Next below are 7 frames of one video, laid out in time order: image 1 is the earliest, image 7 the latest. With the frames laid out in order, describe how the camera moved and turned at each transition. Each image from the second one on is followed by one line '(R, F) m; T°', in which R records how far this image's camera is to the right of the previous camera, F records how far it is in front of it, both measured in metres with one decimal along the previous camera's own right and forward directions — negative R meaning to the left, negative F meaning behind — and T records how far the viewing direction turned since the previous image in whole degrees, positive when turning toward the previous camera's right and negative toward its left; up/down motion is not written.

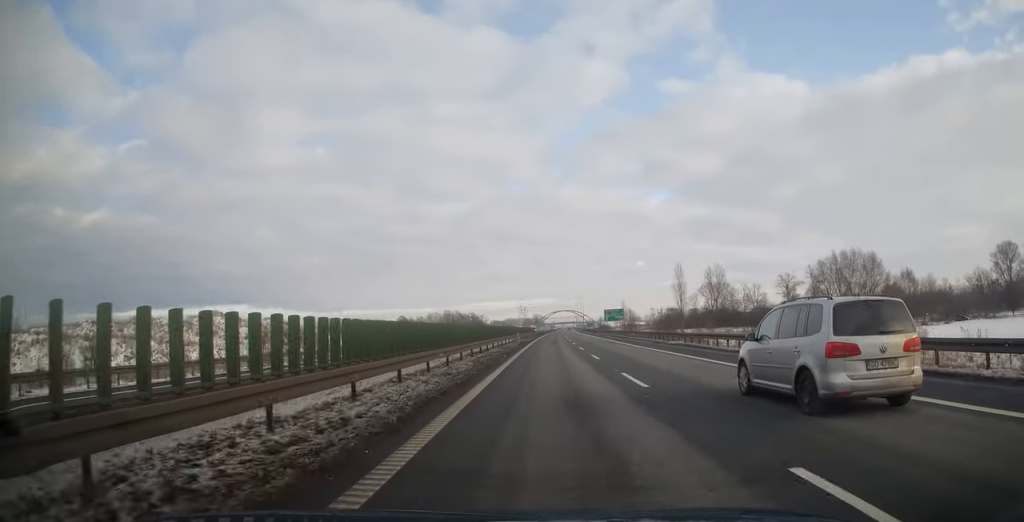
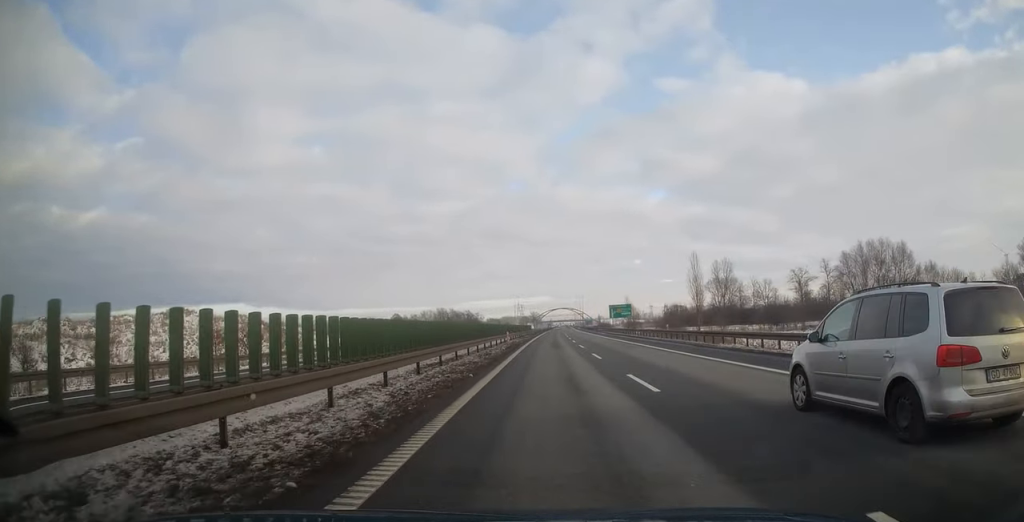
(0.0, +13.3) m; 0°
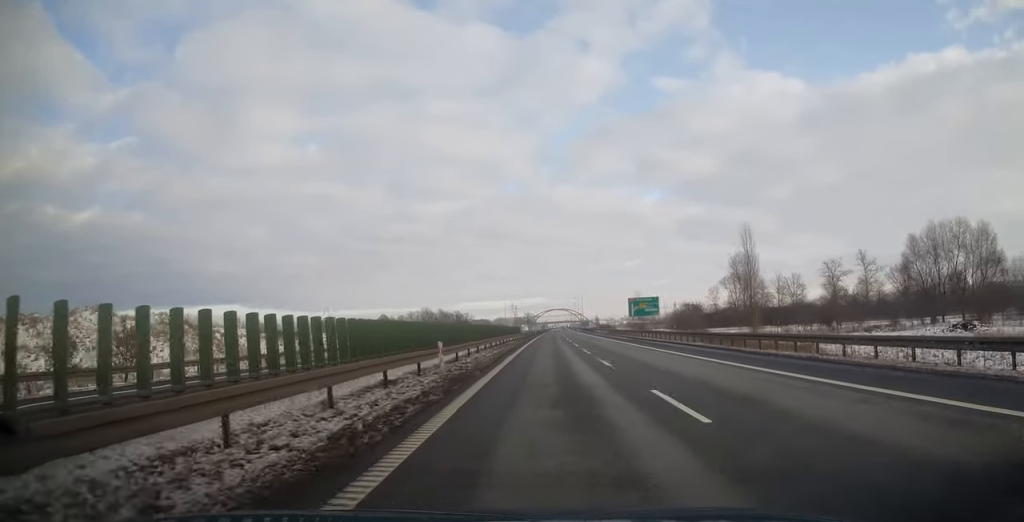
(+0.2, +27.9) m; 0°
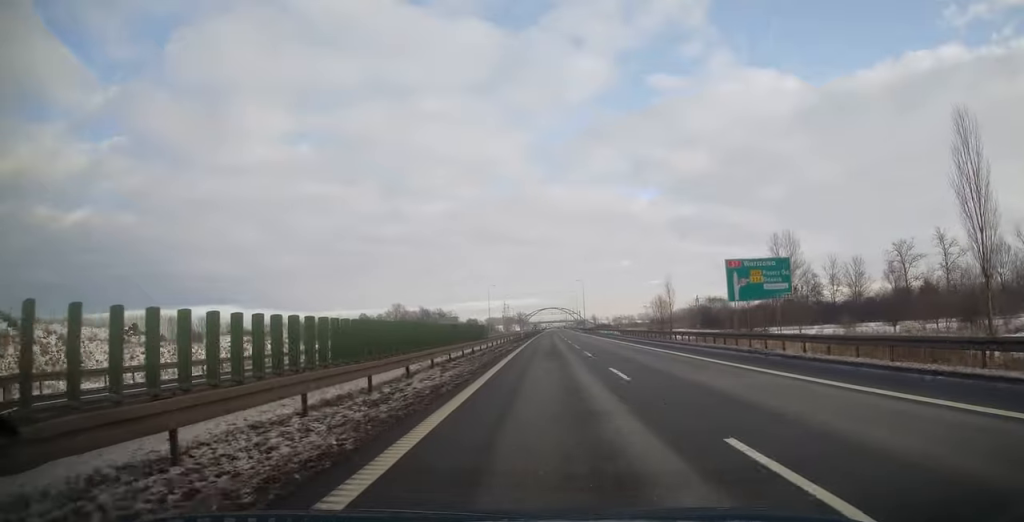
(-0.2, +41.6) m; +1°
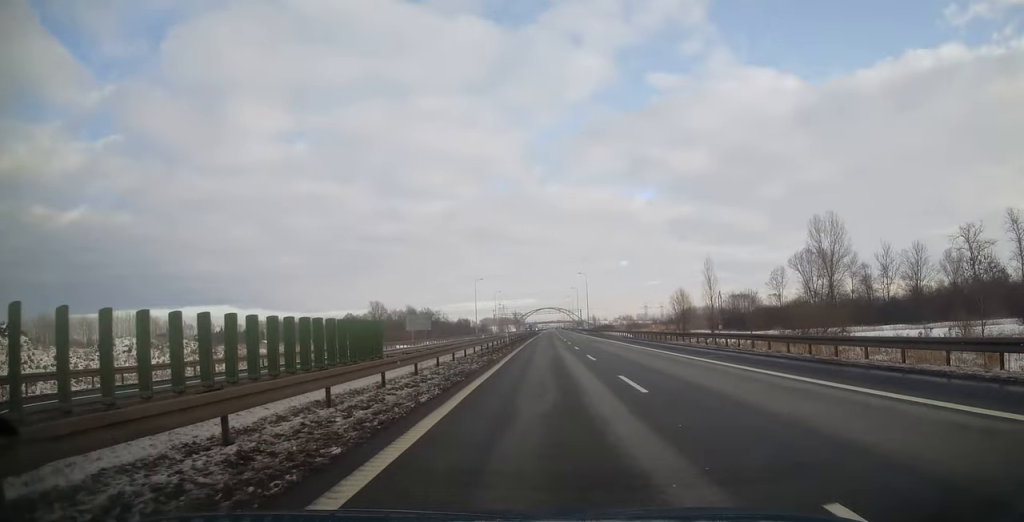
(+0.5, +27.5) m; +1°
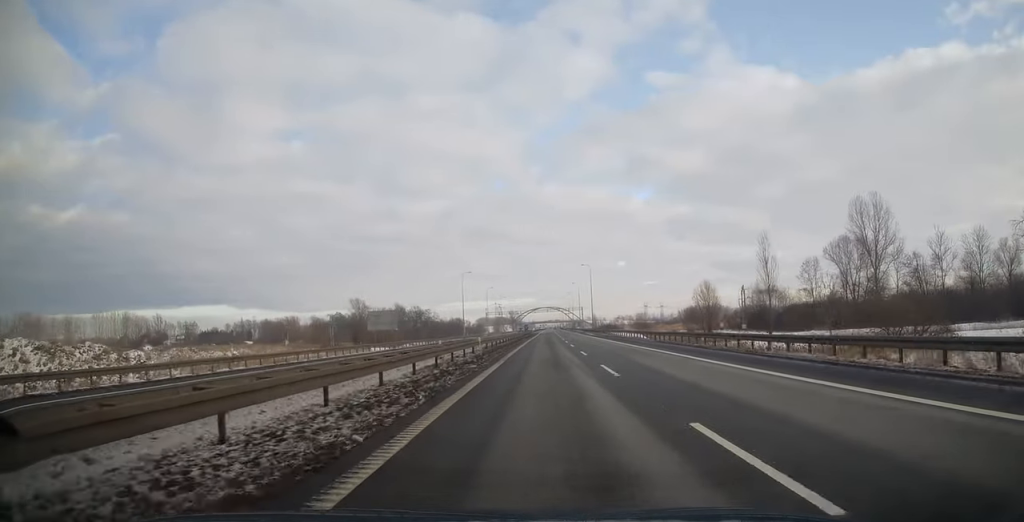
(+0.2, +20.8) m; +1°
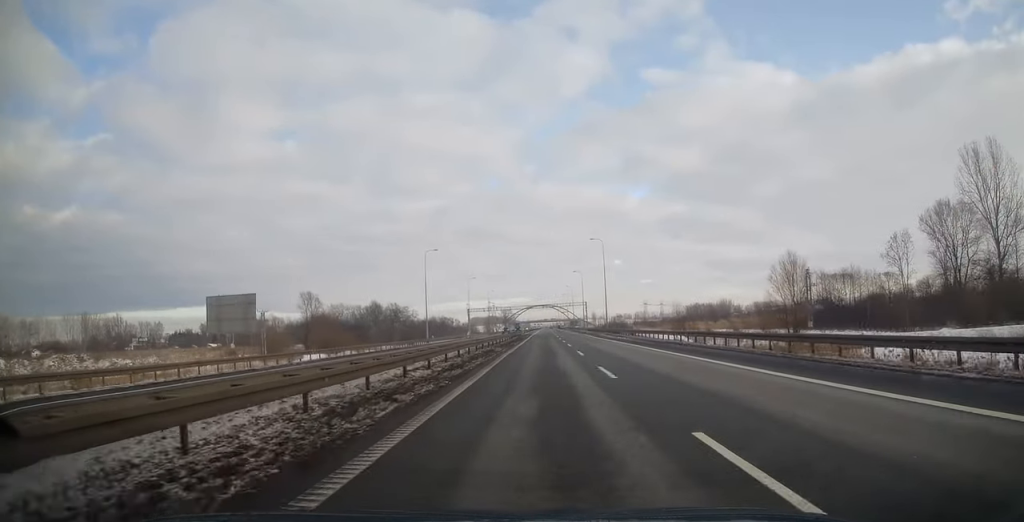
(+0.1, +38.5) m; 0°
